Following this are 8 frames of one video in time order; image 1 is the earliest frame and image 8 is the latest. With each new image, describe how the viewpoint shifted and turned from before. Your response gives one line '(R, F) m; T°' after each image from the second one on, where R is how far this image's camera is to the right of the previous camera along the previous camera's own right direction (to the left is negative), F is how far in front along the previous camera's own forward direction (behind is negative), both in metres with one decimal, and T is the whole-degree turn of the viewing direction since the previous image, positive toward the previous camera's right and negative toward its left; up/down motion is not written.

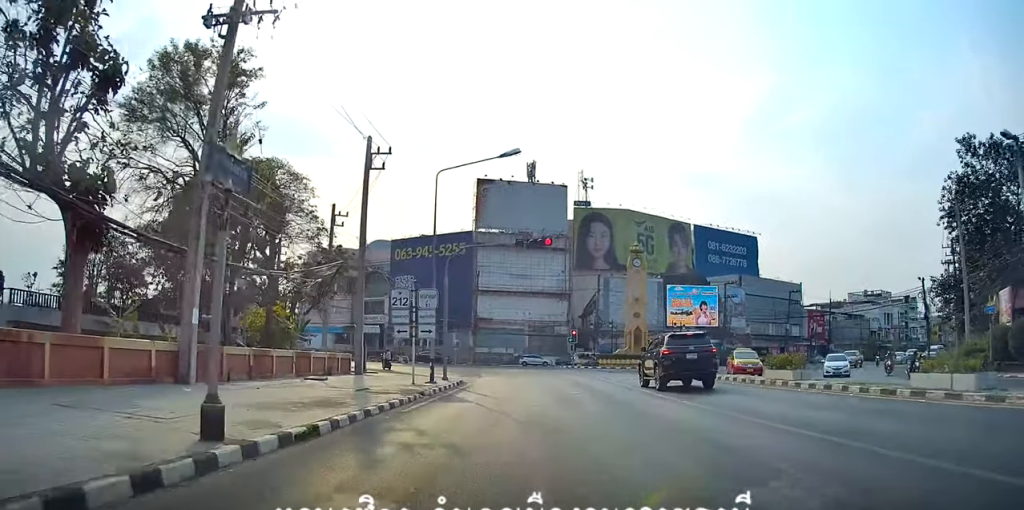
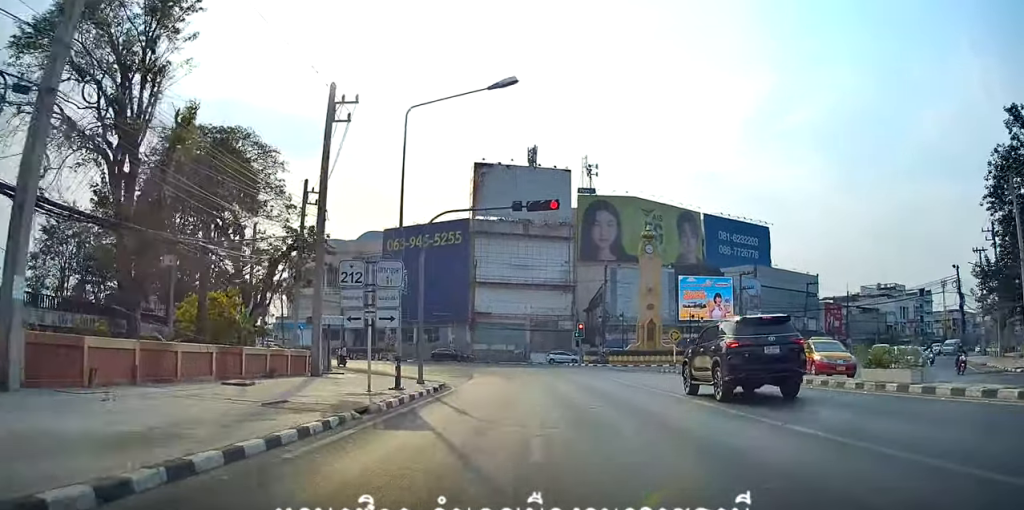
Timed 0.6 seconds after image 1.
(+0.2, +7.1) m; +1°
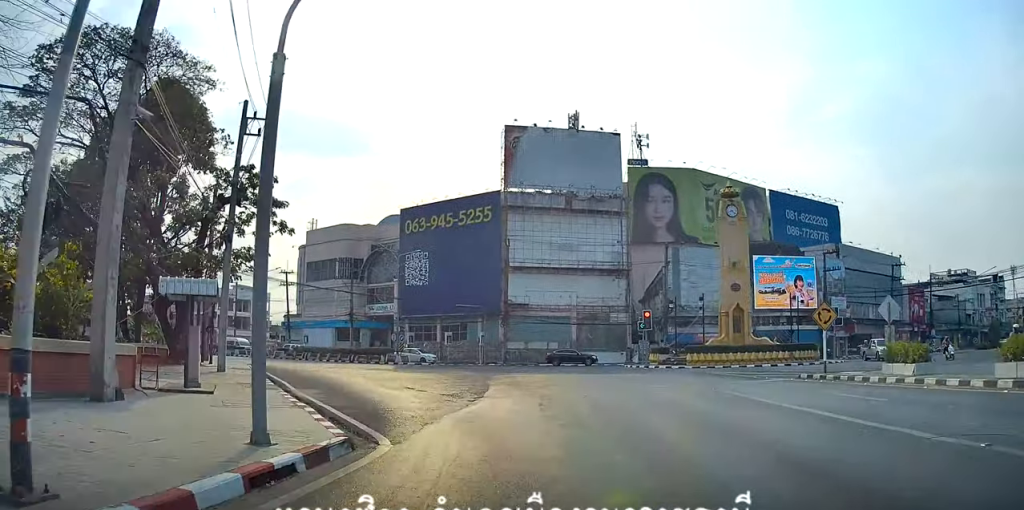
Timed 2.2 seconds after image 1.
(-0.6, +16.9) m; -6°
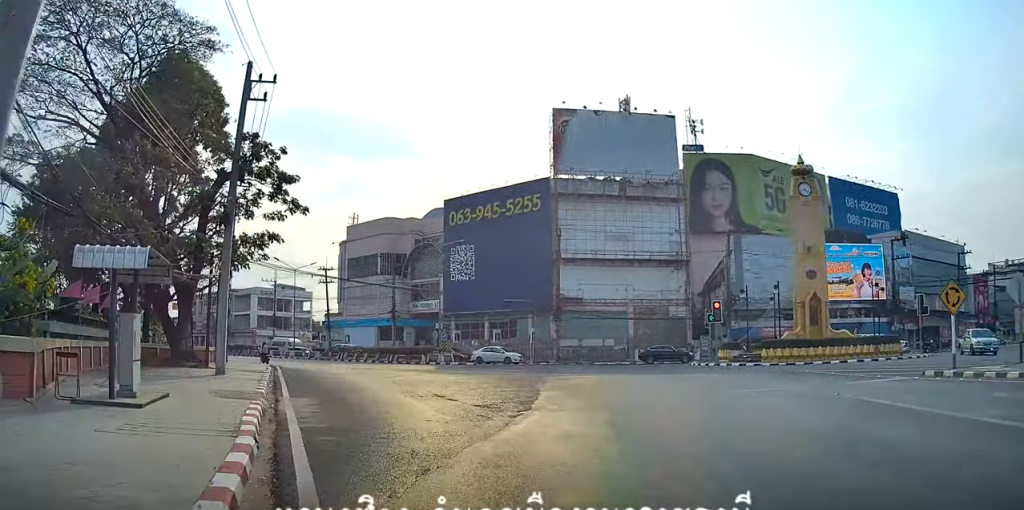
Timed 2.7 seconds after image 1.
(-0.1, +5.0) m; -1°
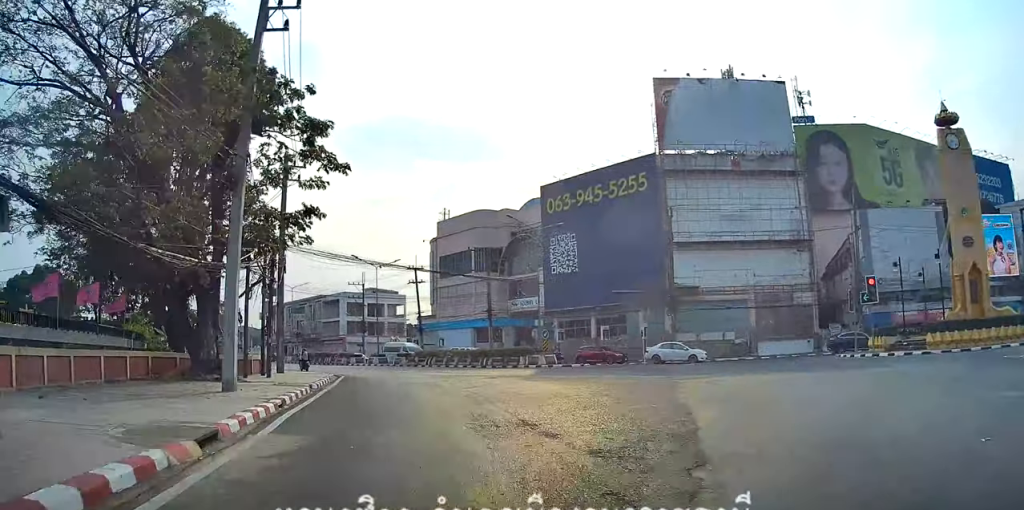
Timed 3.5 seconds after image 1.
(-0.1, +8.0) m; -2°
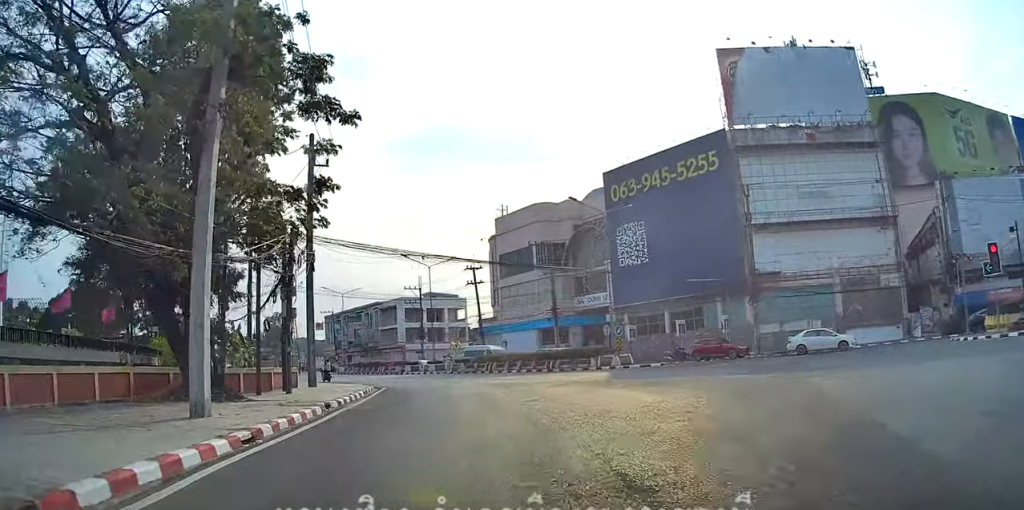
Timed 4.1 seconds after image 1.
(+0.1, +5.5) m; -3°
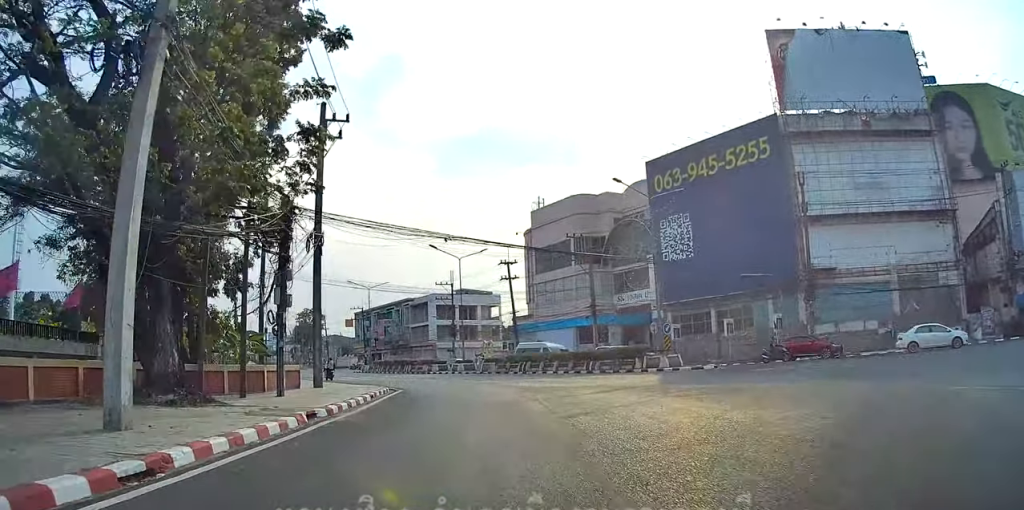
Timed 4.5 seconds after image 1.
(-0.2, +4.0) m; -4°
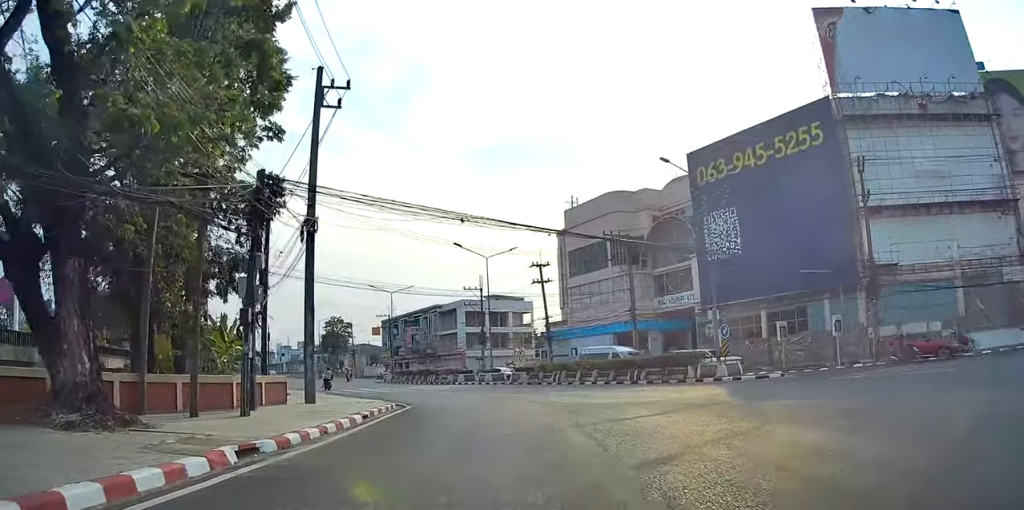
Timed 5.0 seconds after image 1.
(-0.2, +4.7) m; -5°
